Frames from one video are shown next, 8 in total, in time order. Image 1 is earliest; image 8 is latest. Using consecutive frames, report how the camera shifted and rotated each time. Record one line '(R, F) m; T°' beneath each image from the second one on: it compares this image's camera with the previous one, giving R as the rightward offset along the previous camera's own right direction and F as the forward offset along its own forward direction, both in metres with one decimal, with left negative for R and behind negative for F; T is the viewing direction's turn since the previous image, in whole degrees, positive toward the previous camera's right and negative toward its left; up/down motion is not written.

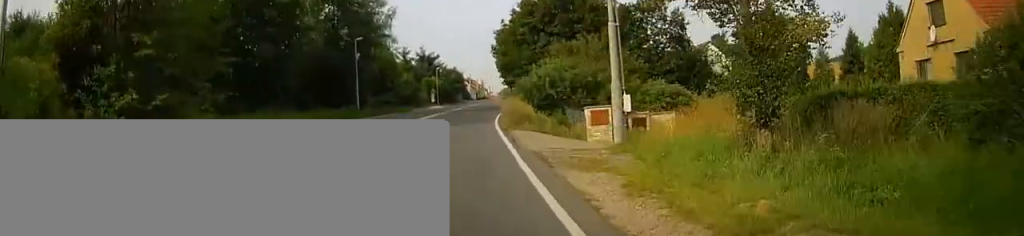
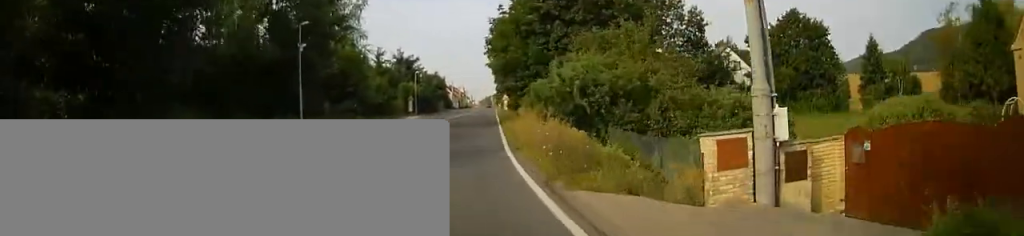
(+0.1, +10.9) m; +1°
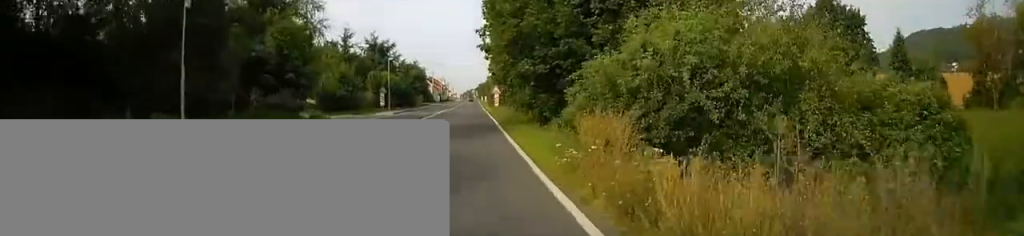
(+0.2, +11.7) m; +1°
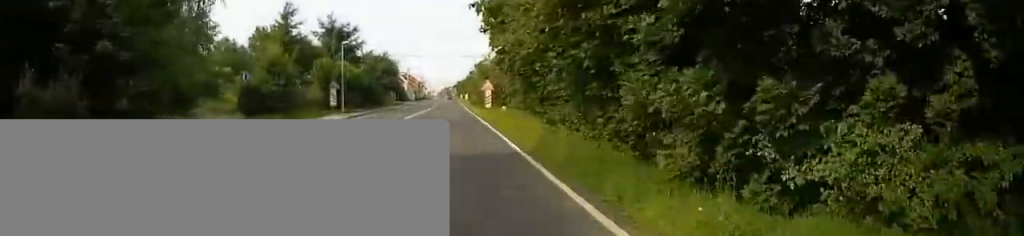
(+0.2, +15.5) m; +3°
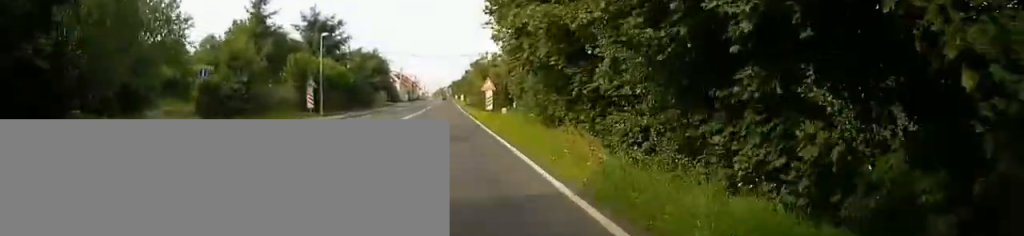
(+0.1, +5.8) m; +1°
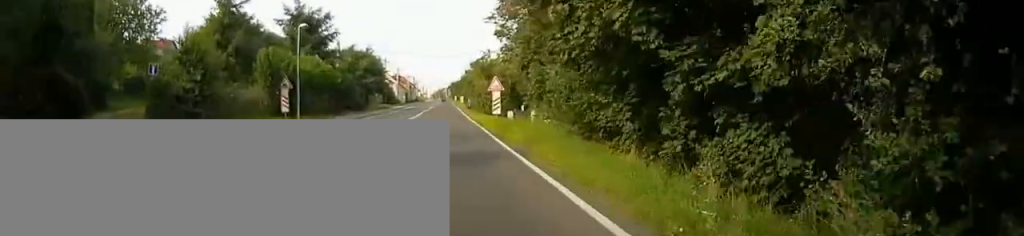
(+0.1, +5.8) m; 0°
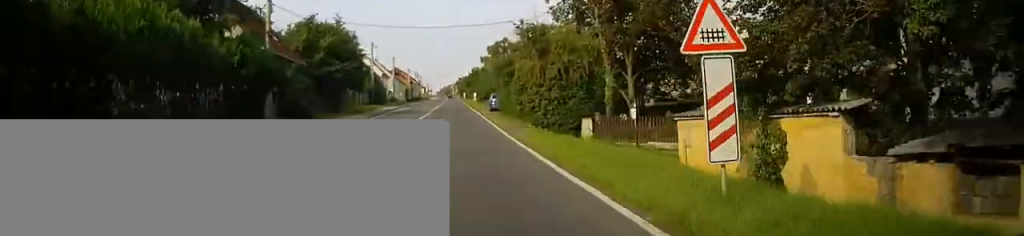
(-0.1, +24.7) m; 0°
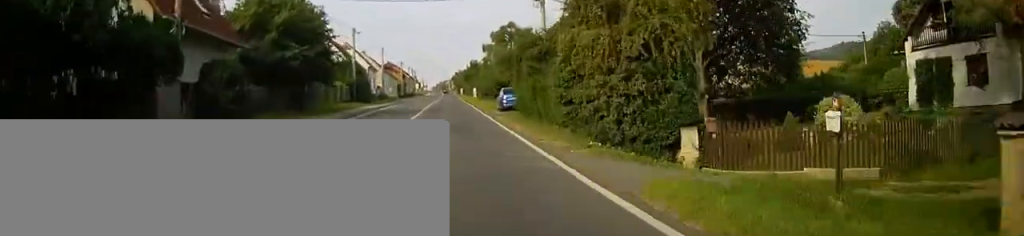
(0.0, +11.3) m; +2°
